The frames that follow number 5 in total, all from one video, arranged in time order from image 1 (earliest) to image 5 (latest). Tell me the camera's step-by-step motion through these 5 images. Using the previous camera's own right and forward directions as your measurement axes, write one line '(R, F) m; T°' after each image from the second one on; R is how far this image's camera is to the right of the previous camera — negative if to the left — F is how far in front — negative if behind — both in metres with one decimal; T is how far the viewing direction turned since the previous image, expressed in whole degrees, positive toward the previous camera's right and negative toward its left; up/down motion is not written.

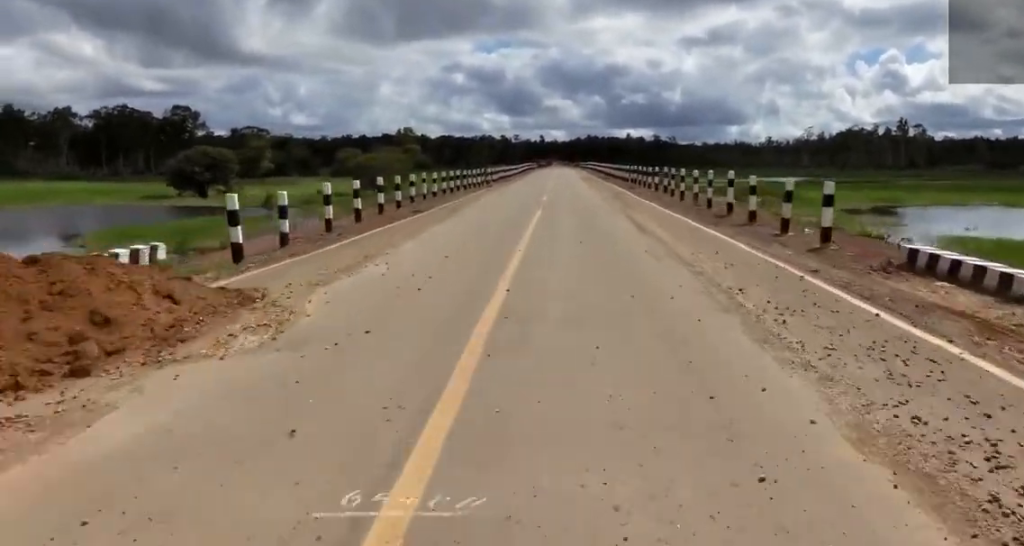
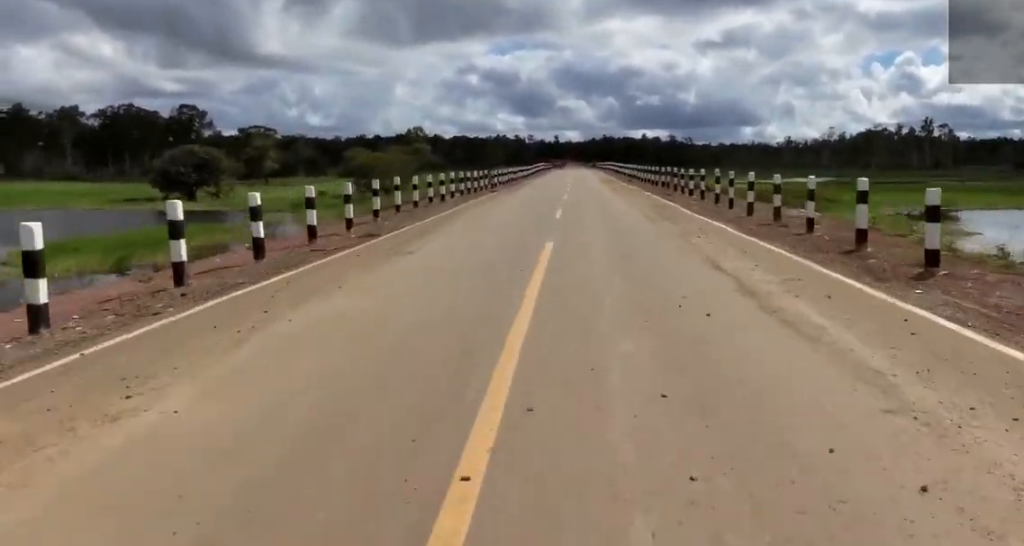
(-0.1, +7.3) m; -1°
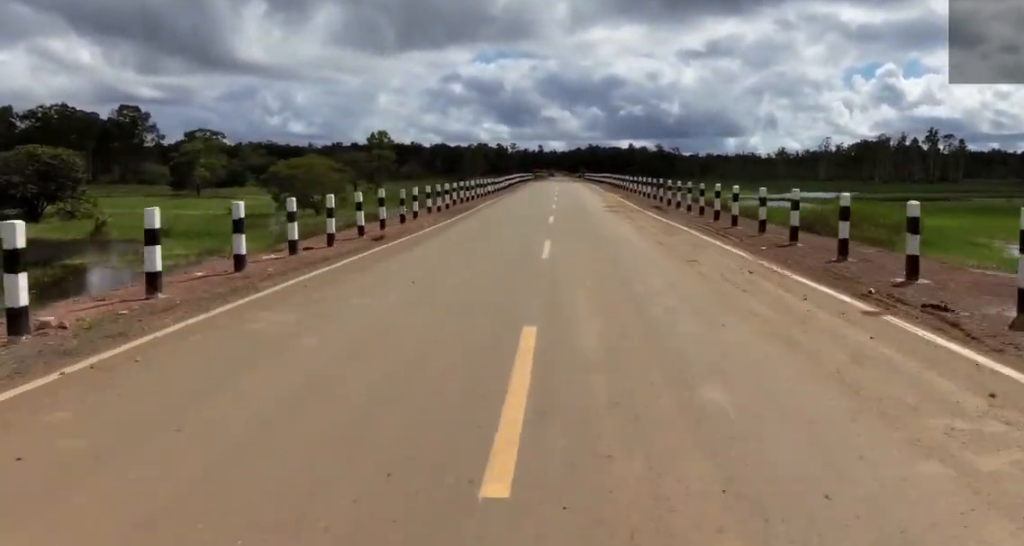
(+0.2, +21.6) m; +2°
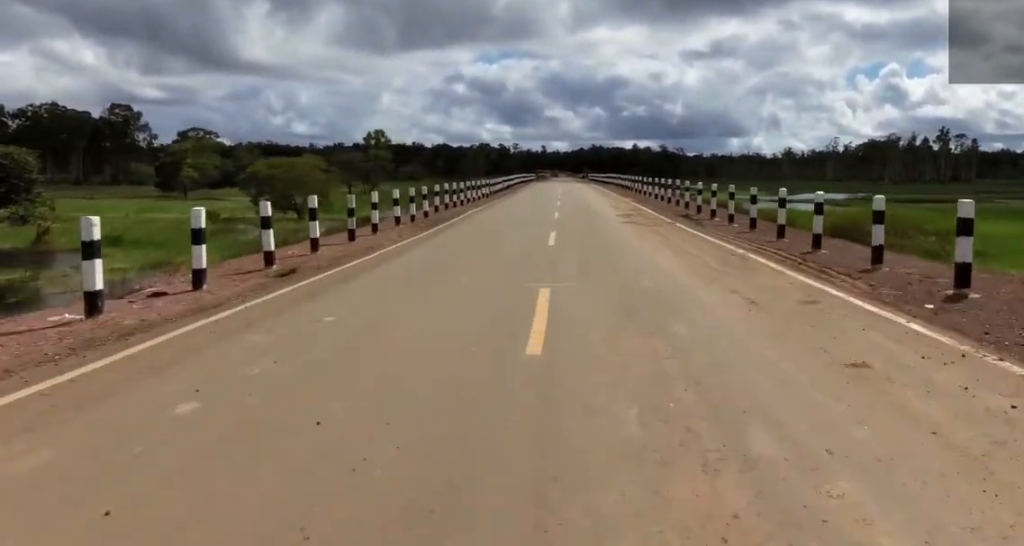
(0.0, +6.1) m; 0°
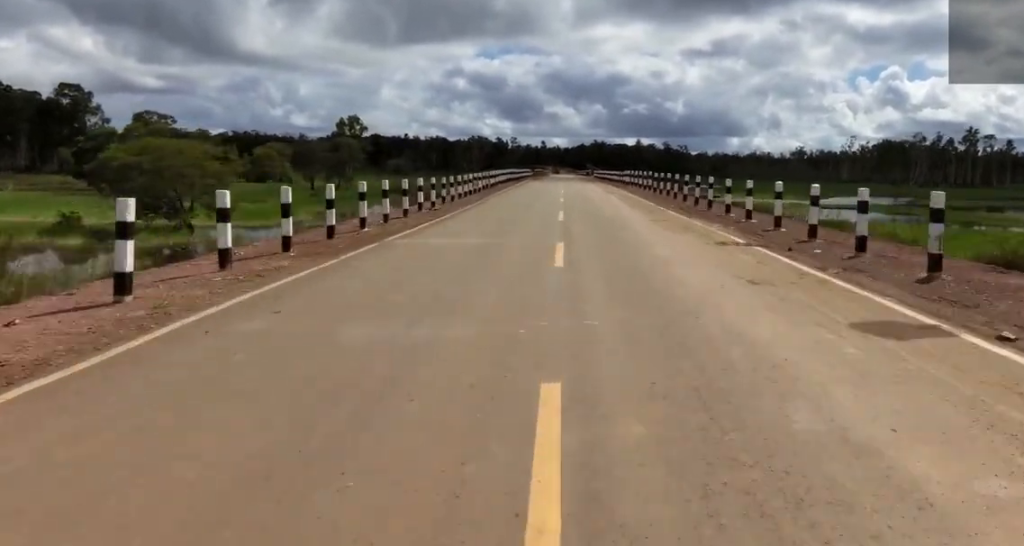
(+0.3, +20.7) m; -3°
